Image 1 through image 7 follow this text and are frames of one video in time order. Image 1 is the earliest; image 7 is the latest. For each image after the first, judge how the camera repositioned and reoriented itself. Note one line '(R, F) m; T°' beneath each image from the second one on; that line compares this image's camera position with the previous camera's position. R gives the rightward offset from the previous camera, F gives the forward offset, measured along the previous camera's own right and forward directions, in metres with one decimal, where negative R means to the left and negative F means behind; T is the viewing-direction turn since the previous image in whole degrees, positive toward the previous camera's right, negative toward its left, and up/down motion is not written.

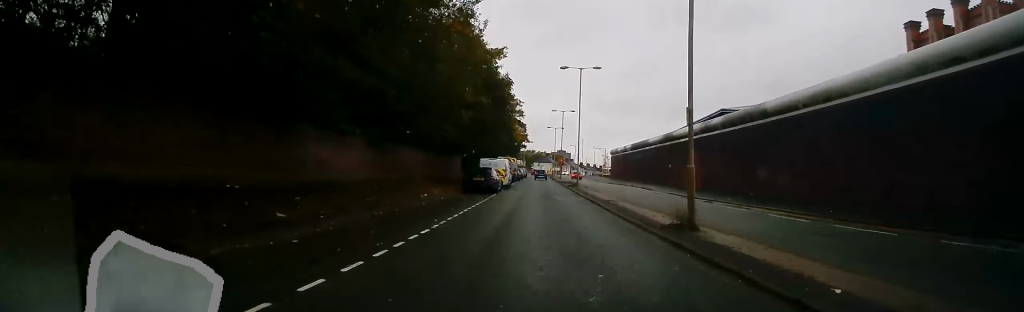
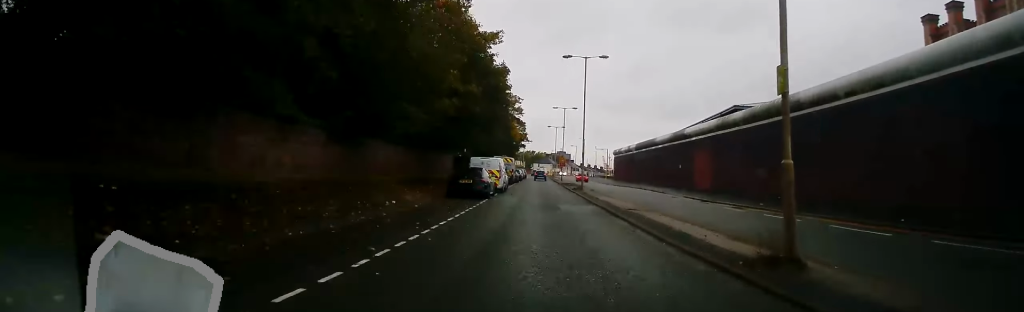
(0.0, +5.3) m; +1°
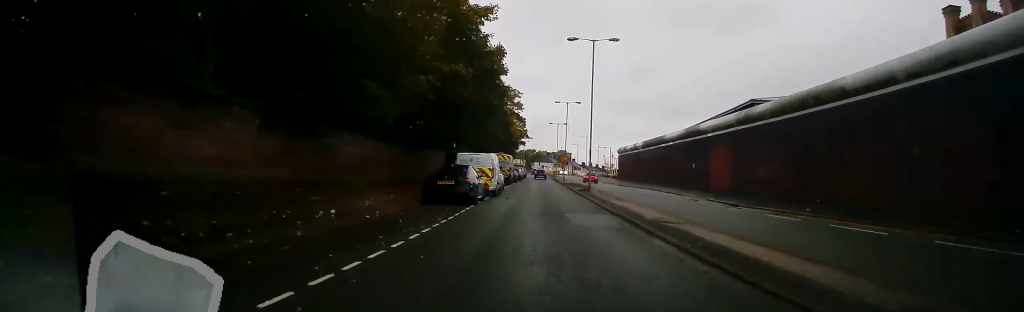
(+0.1, +5.7) m; +2°
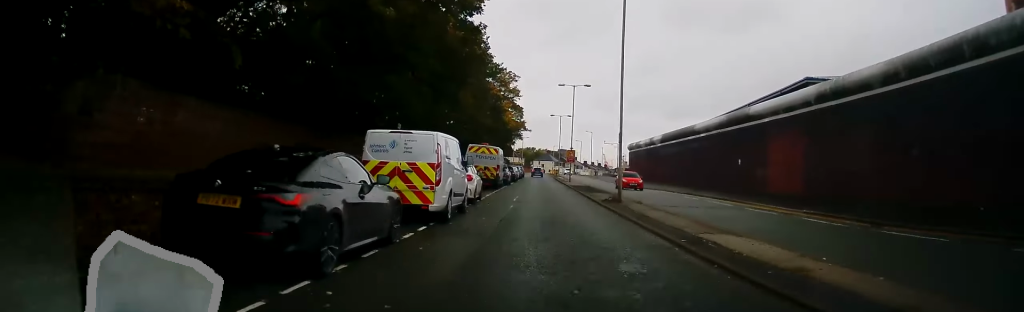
(+0.5, +14.2) m; +1°
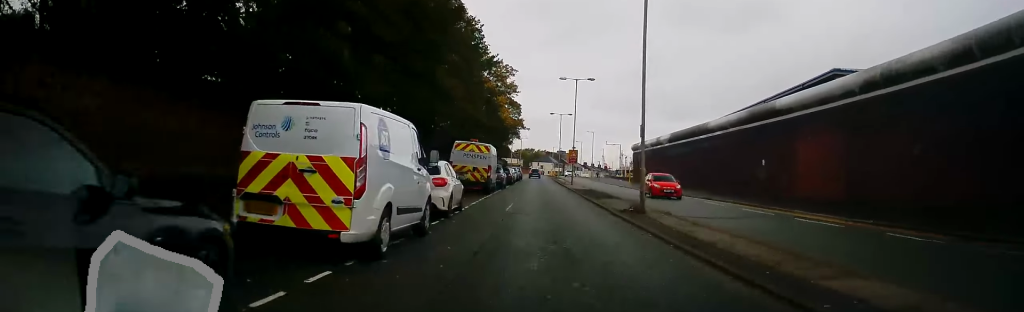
(-0.2, +5.3) m; -1°
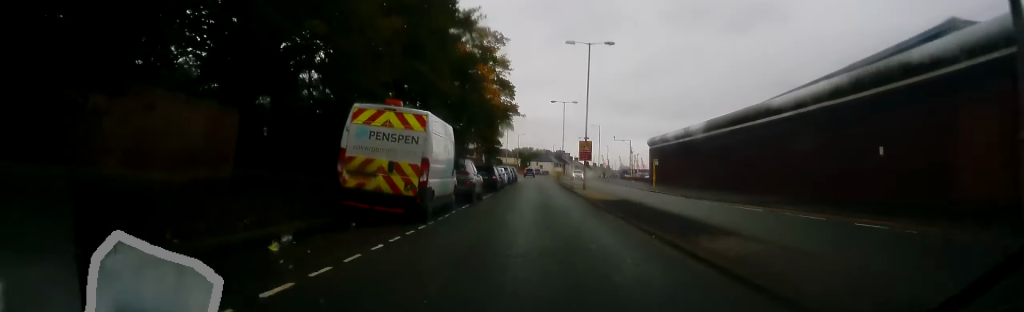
(-0.2, +15.7) m; 0°
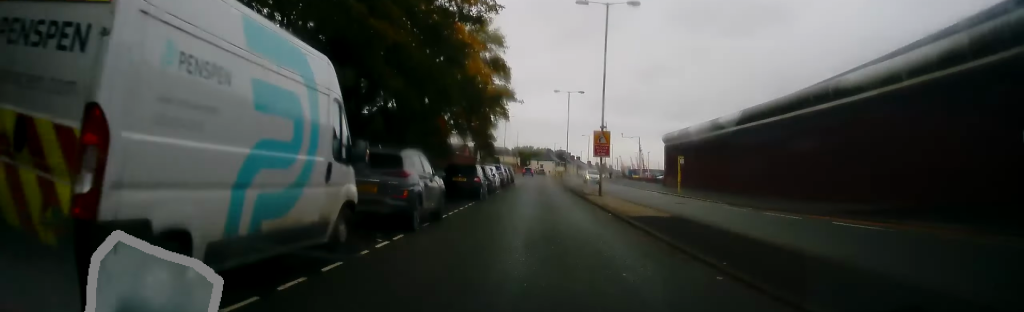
(0.0, +10.1) m; +1°
